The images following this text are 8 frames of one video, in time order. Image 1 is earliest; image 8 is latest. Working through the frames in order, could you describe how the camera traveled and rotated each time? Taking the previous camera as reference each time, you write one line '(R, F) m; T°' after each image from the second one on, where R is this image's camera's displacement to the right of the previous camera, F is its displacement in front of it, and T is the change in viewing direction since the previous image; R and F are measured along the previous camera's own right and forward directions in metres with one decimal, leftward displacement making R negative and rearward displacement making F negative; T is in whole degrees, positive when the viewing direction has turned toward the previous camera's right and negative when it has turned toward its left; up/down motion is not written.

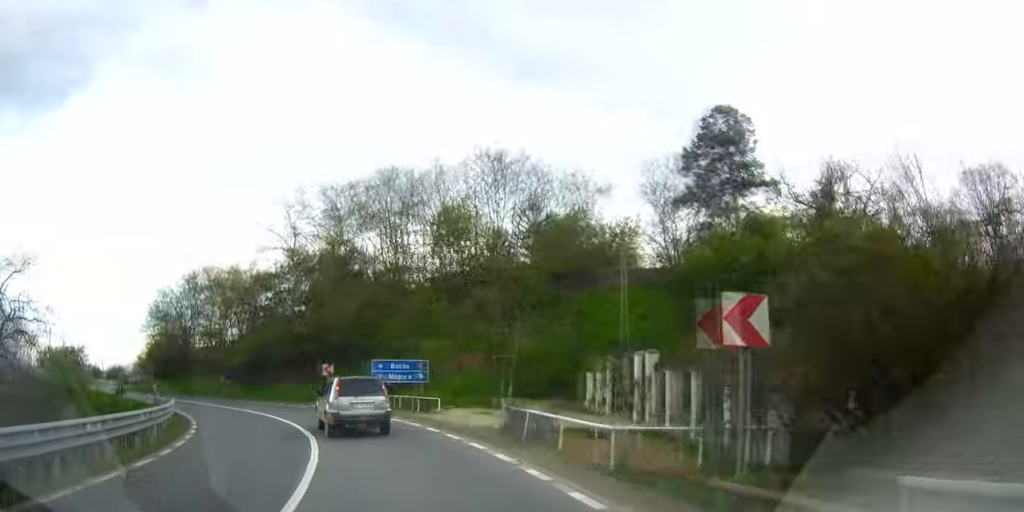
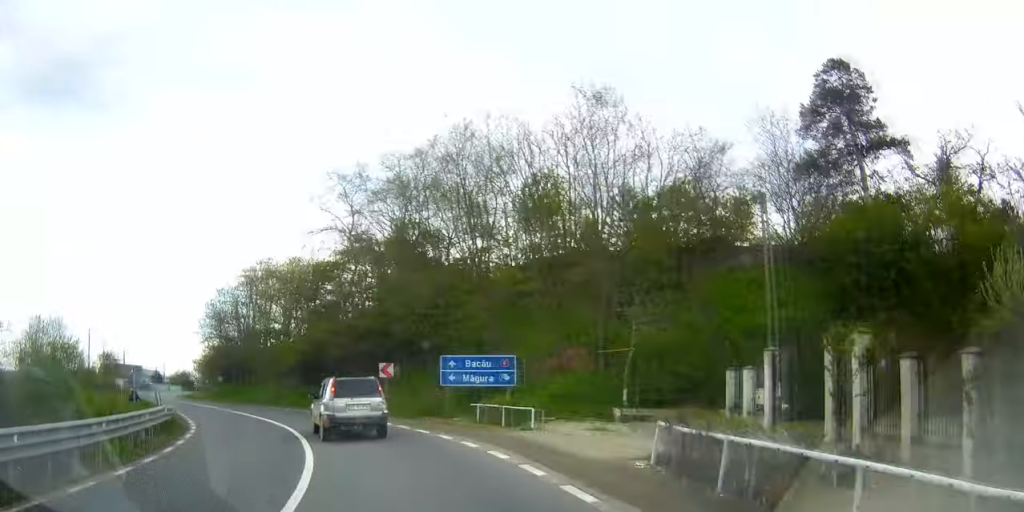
(-0.4, +7.2) m; -7°
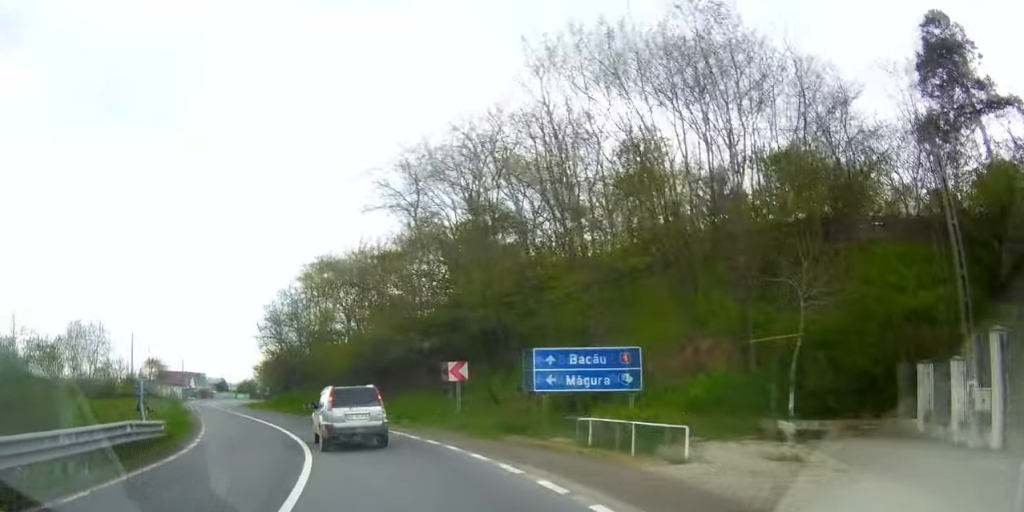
(-0.2, +6.2) m; -5°
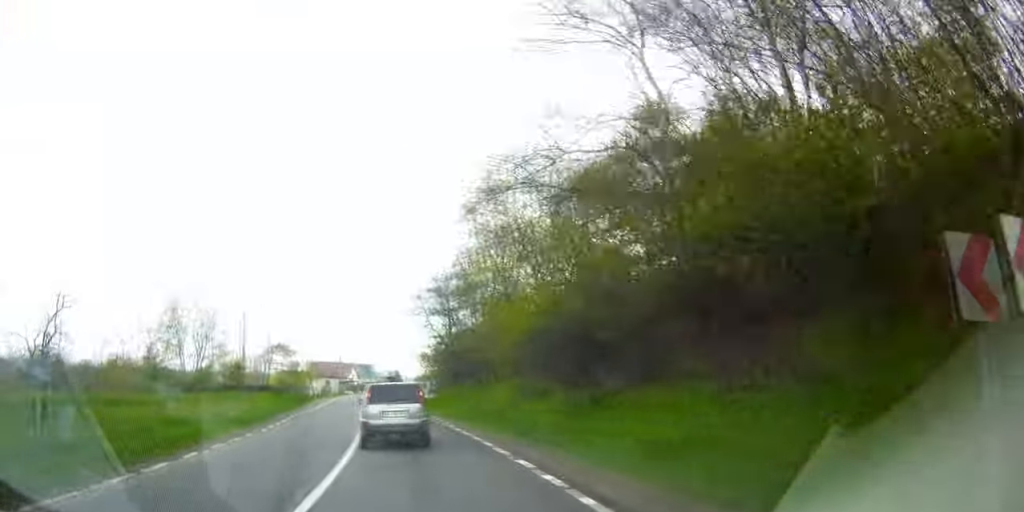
(-2.0, +15.7) m; -10°
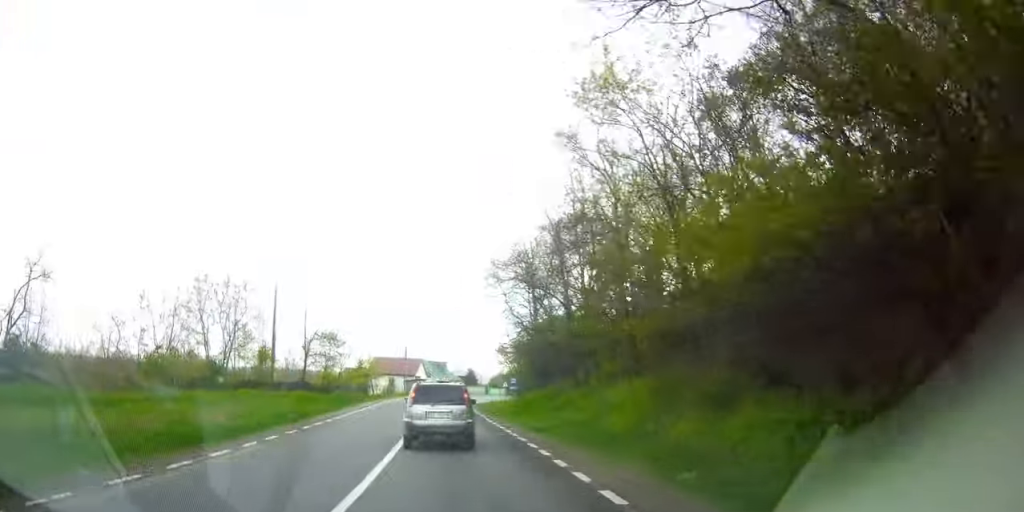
(-0.3, +10.3) m; -7°
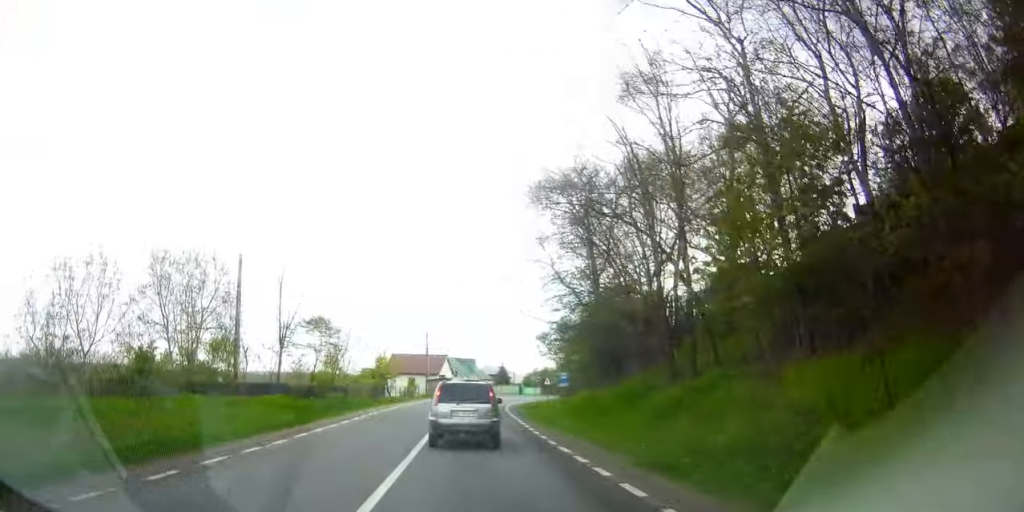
(-0.3, +11.0) m; -8°
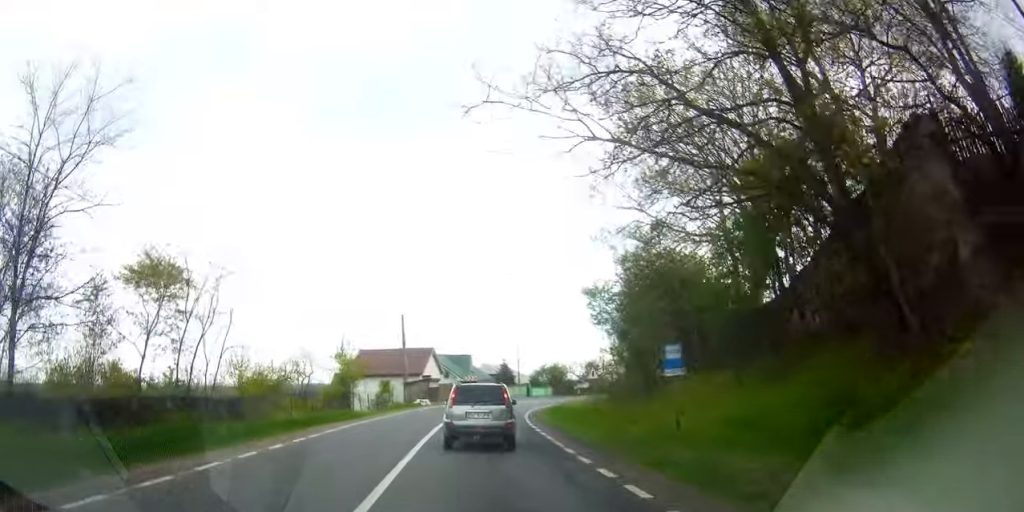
(-2.7, +19.3) m; -14°
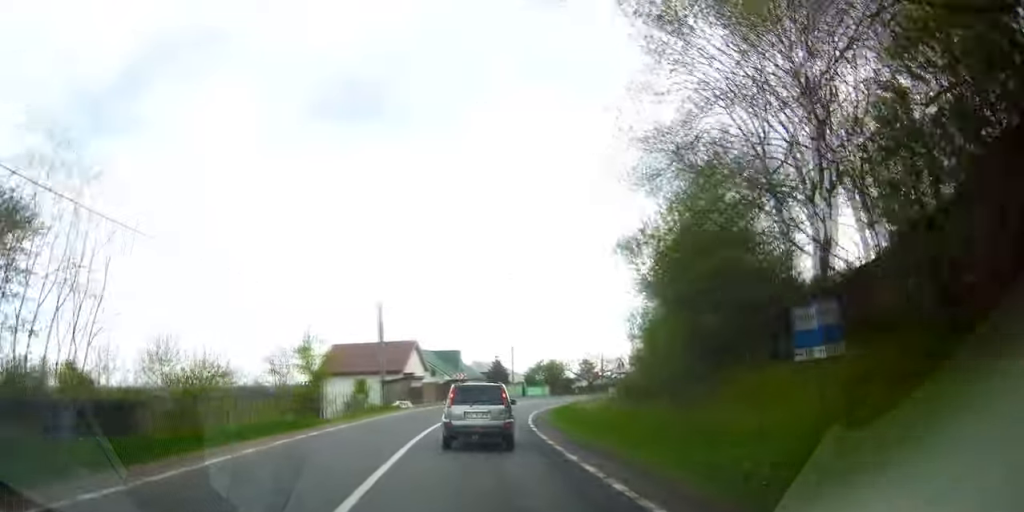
(+0.5, +6.6) m; -5°
